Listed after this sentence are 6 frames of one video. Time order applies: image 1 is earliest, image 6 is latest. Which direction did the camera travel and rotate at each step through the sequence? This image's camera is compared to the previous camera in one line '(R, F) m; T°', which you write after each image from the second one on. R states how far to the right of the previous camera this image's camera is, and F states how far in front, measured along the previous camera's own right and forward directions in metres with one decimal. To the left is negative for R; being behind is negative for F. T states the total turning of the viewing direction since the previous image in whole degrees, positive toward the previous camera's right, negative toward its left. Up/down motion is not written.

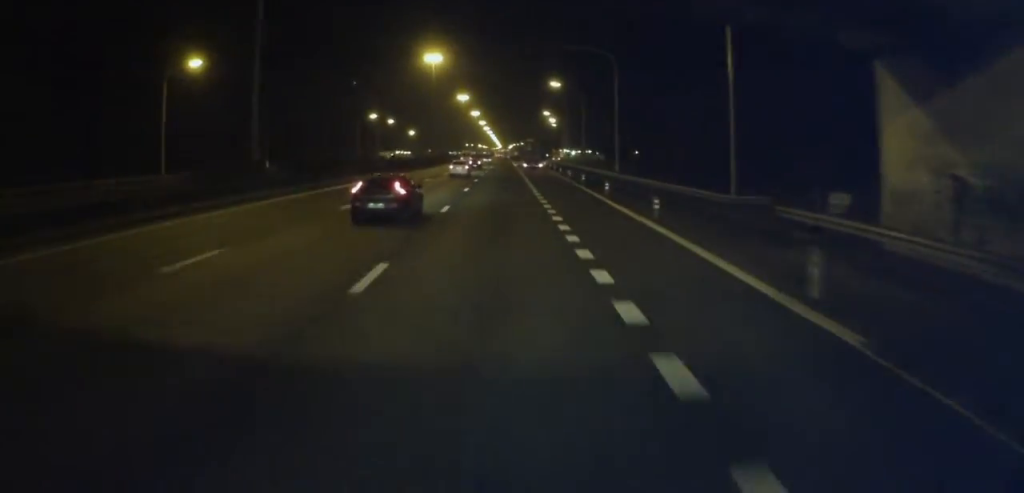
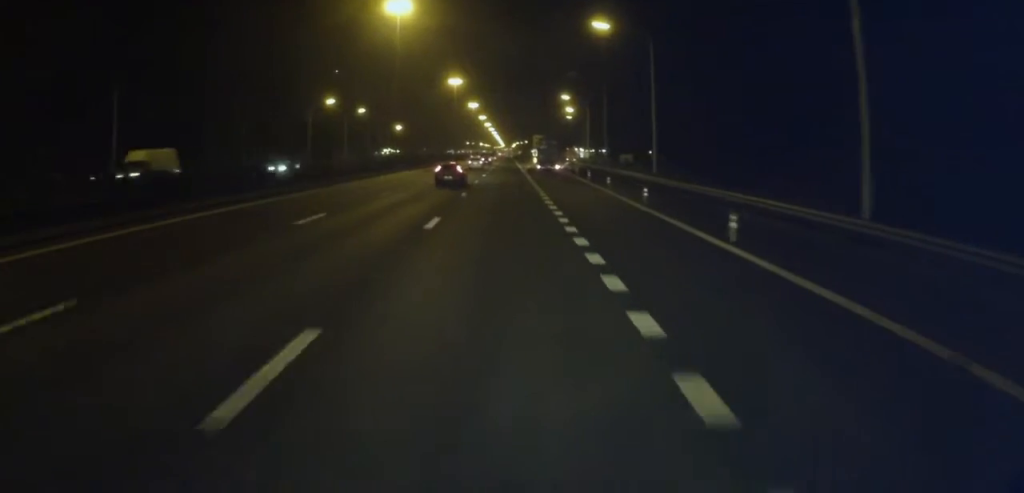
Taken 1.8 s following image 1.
(+0.3, +43.0) m; 0°
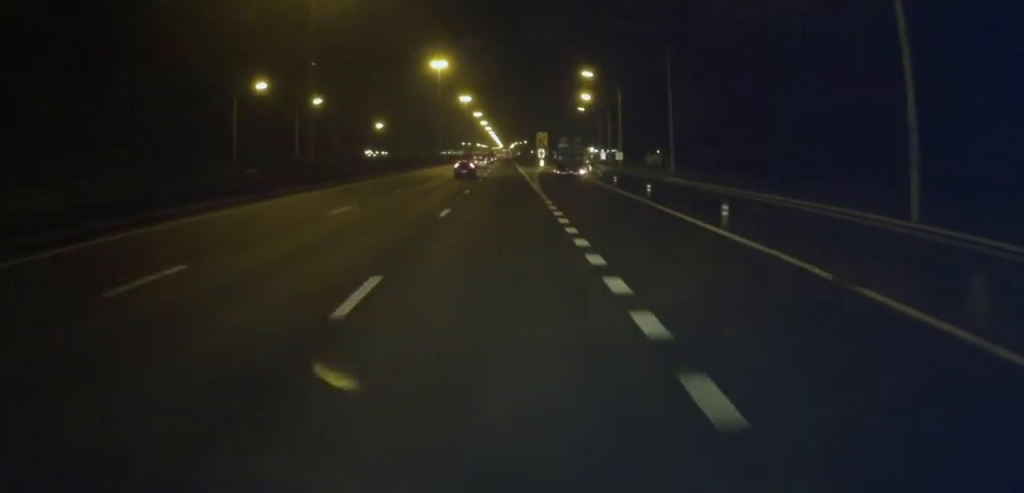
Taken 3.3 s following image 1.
(-0.4, +34.5) m; +1°
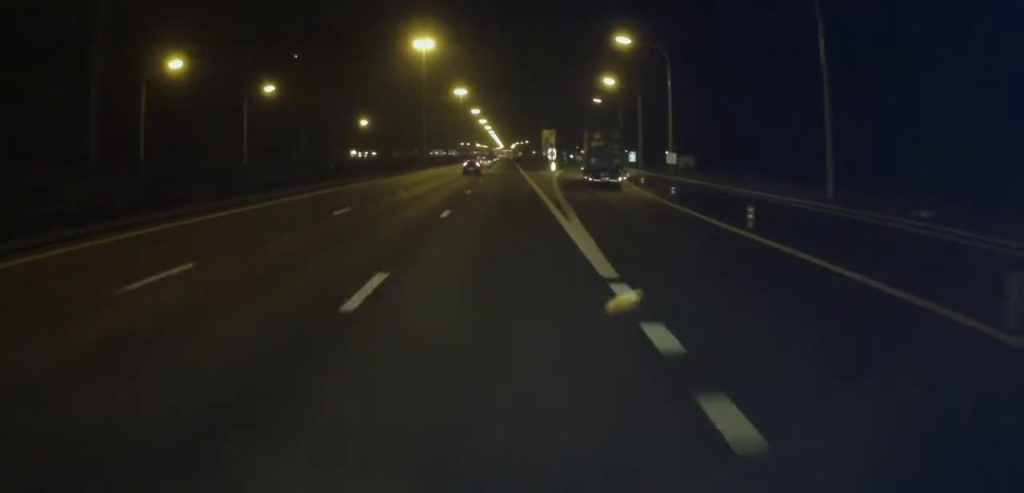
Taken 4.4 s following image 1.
(+0.6, +25.1) m; 0°
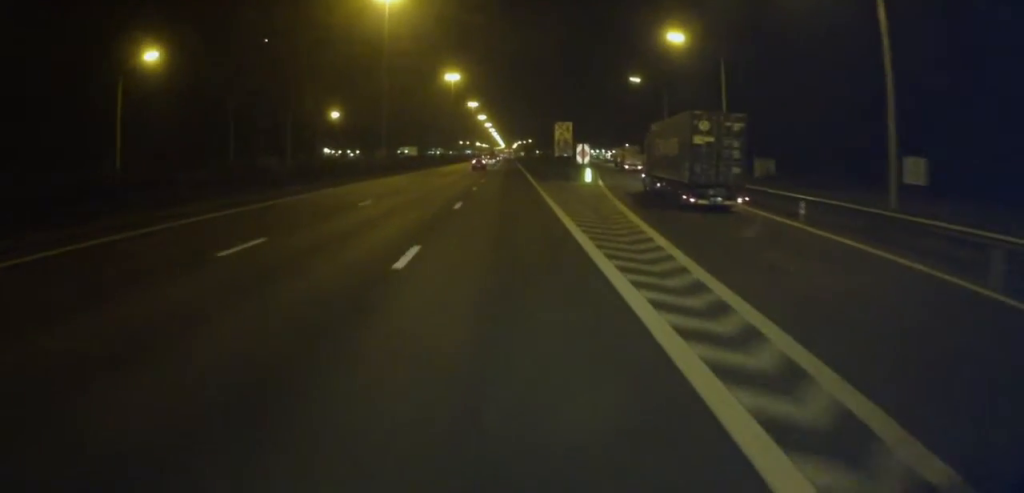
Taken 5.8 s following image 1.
(-0.8, +34.5) m; -1°
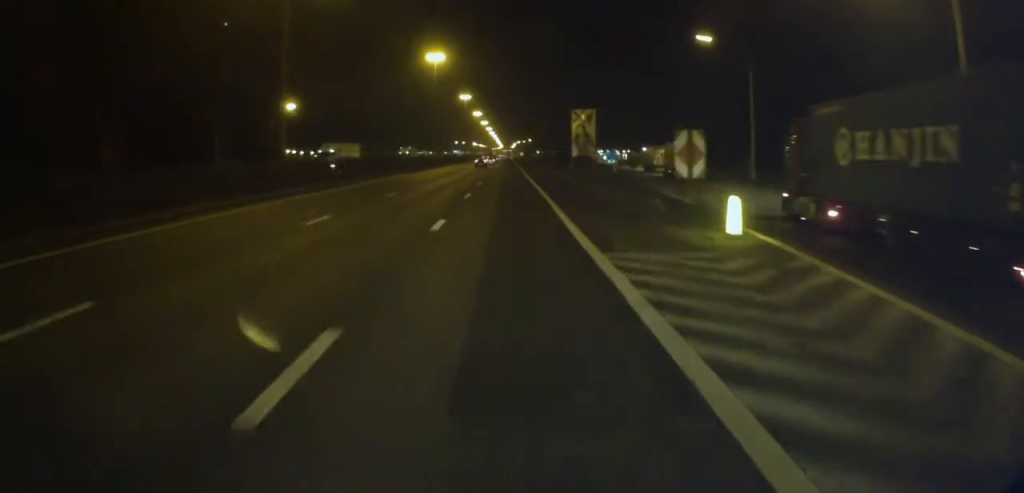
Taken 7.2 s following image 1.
(0.0, +32.1) m; +1°
